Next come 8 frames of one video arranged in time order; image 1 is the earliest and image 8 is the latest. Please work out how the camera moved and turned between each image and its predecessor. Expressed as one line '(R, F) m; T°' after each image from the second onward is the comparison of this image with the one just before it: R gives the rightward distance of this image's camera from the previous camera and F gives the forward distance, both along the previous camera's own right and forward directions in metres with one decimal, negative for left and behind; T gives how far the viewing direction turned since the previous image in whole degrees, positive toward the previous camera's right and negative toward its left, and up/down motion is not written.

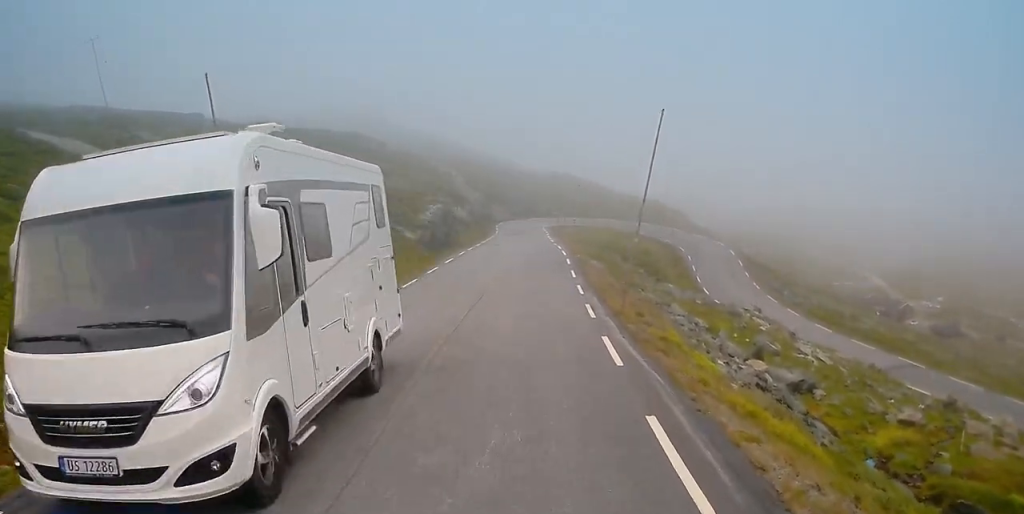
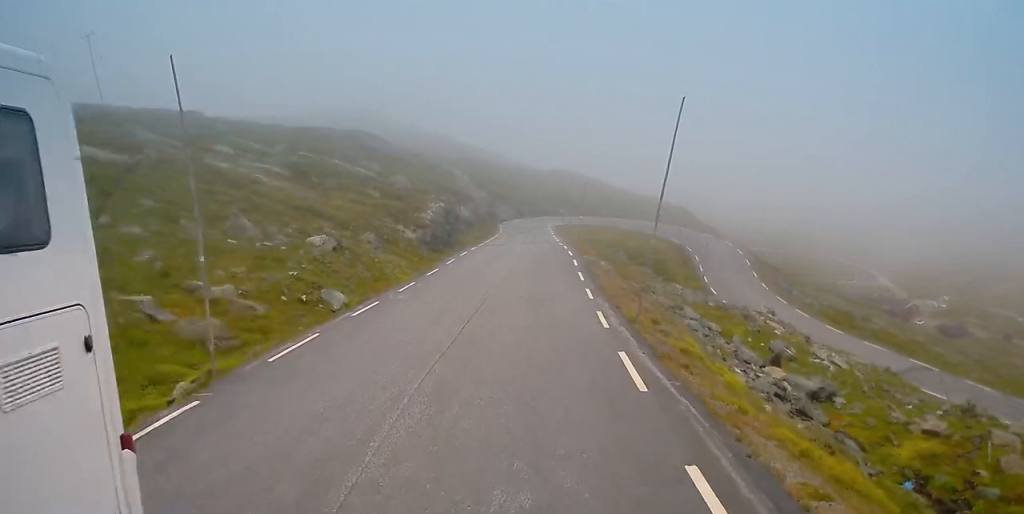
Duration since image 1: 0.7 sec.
(+0.2, +2.0) m; -3°
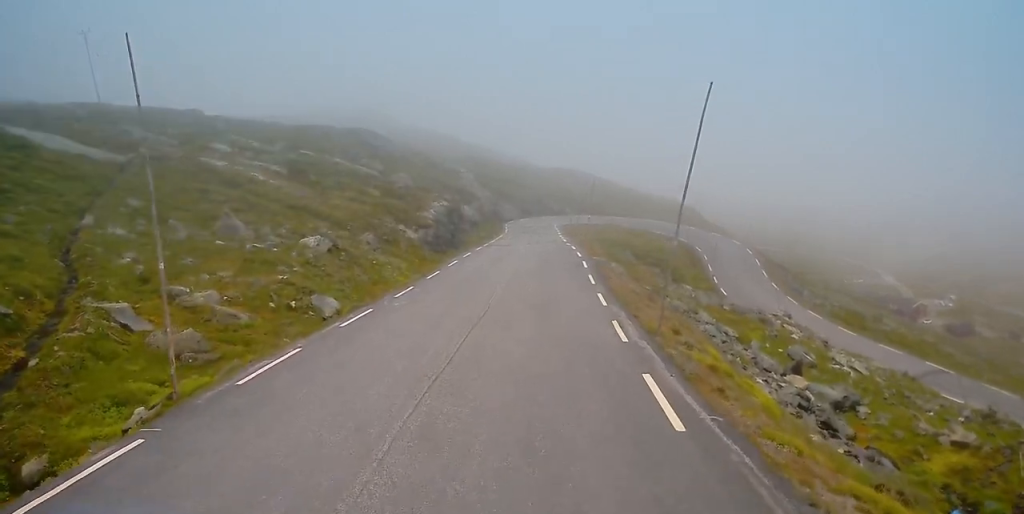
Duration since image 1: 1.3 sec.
(-0.2, +2.2) m; -2°
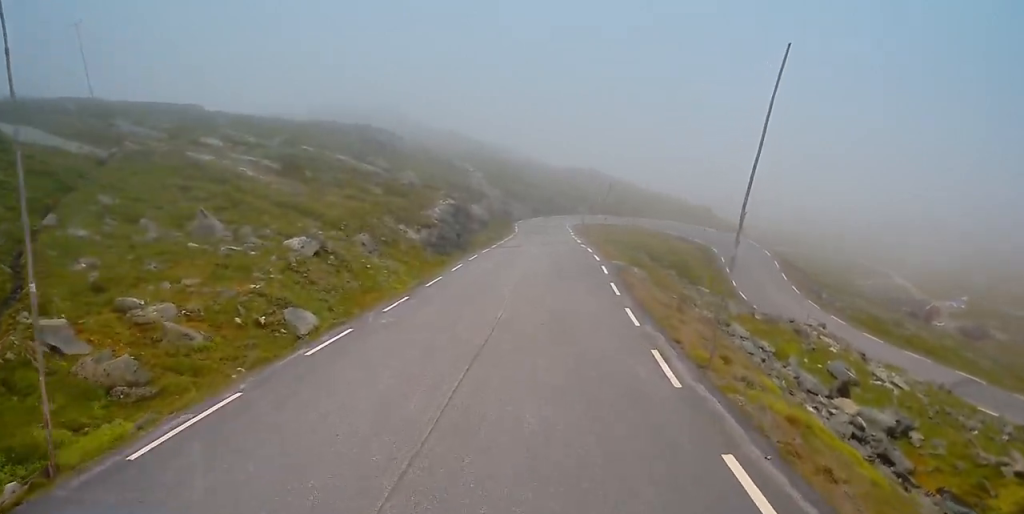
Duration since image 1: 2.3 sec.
(-0.1, +4.0) m; 0°
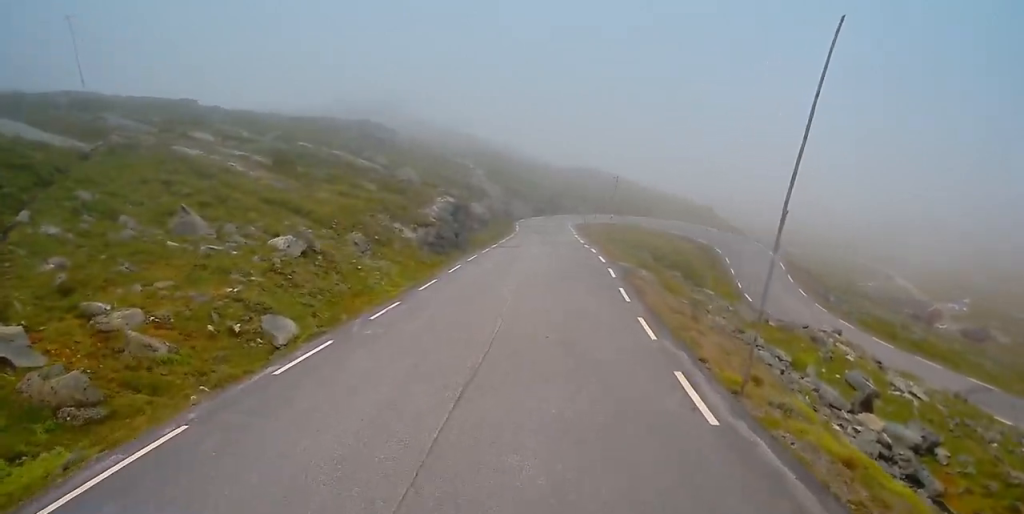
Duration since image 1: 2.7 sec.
(0.0, +1.9) m; +1°
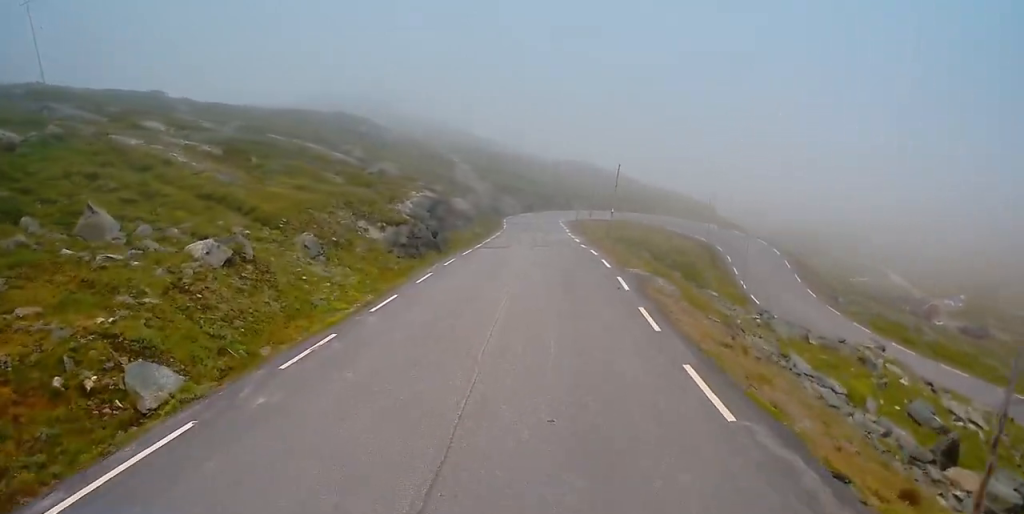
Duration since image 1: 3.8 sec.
(+0.1, +6.4) m; +2°
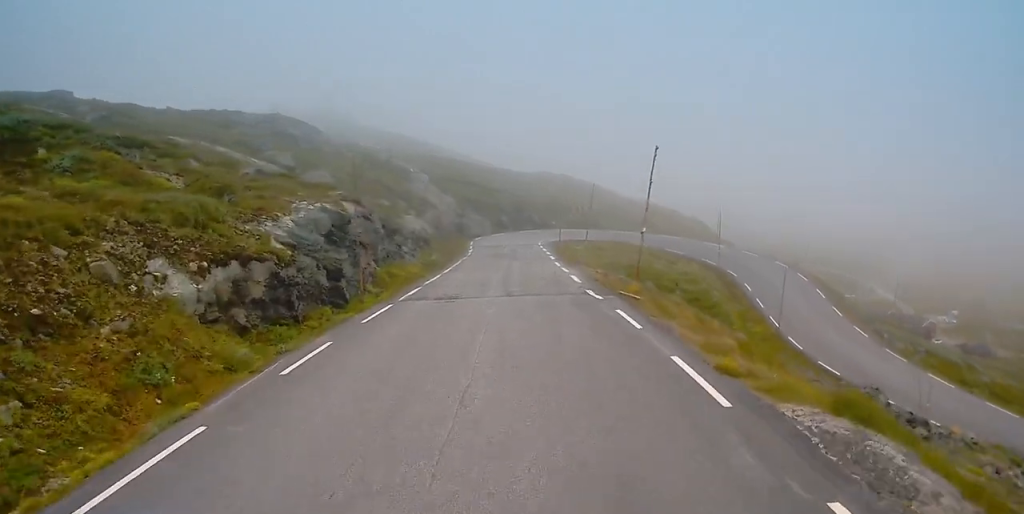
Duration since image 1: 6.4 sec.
(-0.3, +18.2) m; -3°
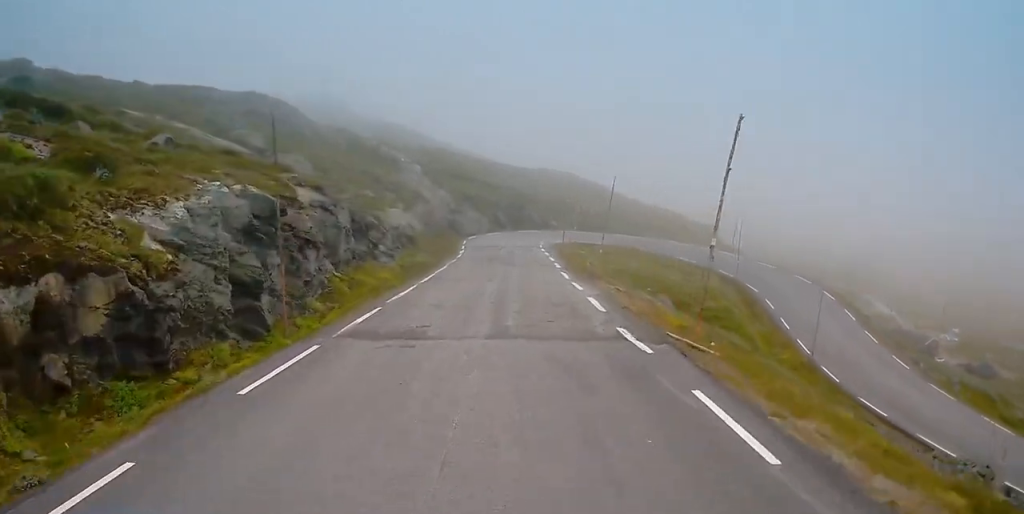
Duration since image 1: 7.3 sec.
(0.0, +7.8) m; 0°
